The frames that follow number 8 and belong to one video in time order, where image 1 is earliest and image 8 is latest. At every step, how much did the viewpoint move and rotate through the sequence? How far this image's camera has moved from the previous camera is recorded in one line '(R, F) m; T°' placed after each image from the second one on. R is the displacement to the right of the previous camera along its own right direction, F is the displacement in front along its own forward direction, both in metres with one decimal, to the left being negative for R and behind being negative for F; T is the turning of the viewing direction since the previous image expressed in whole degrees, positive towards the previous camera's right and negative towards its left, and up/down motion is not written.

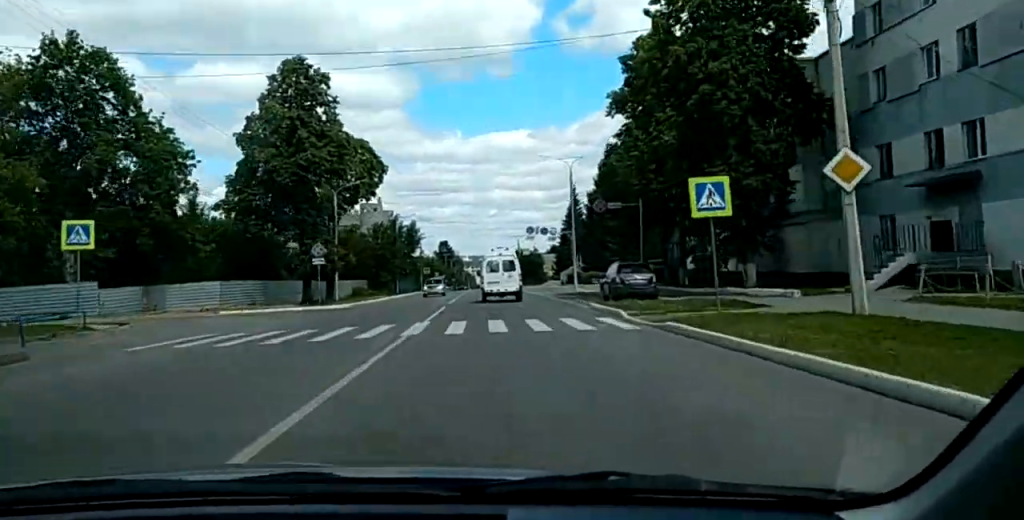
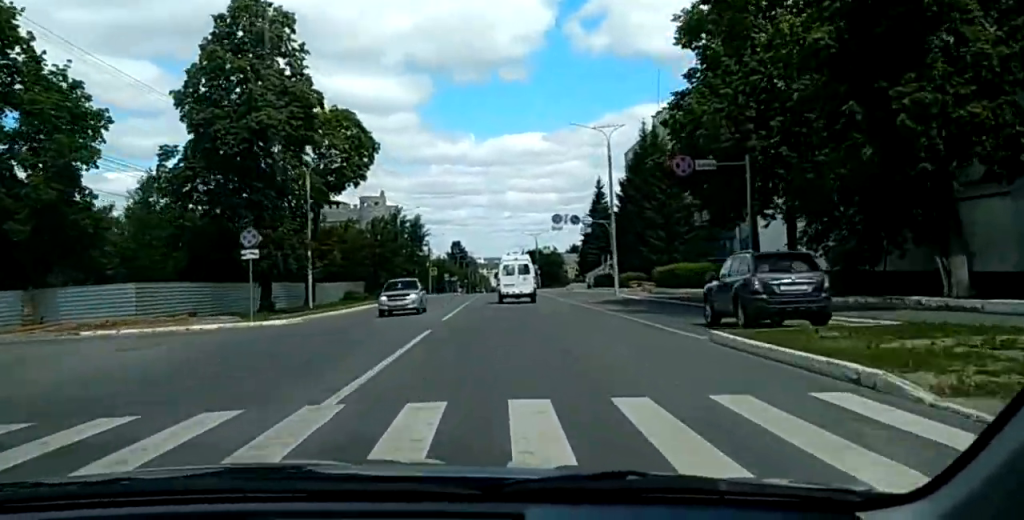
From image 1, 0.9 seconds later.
(0.0, +15.2) m; 0°
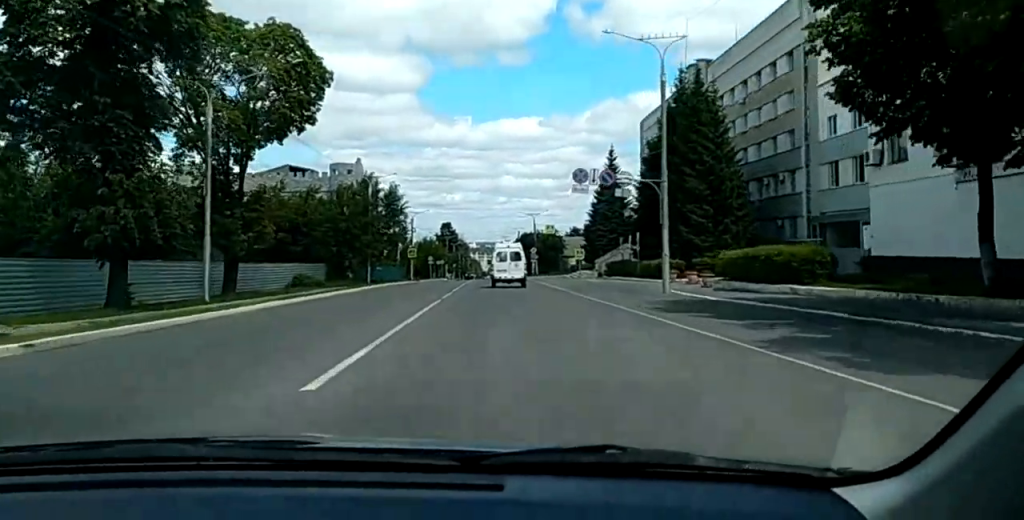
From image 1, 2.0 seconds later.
(-0.1, +18.3) m; -1°
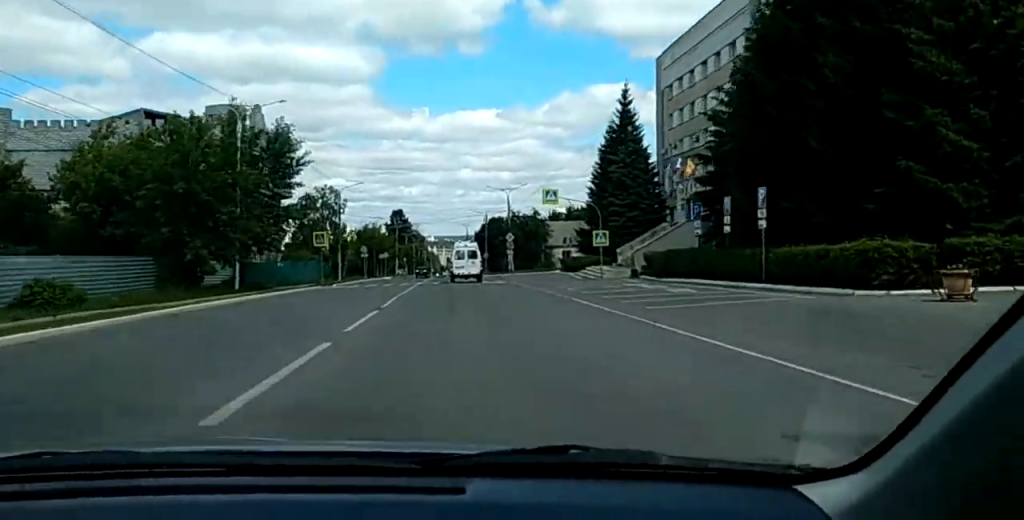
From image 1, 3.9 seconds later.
(-0.5, +33.2) m; -1°
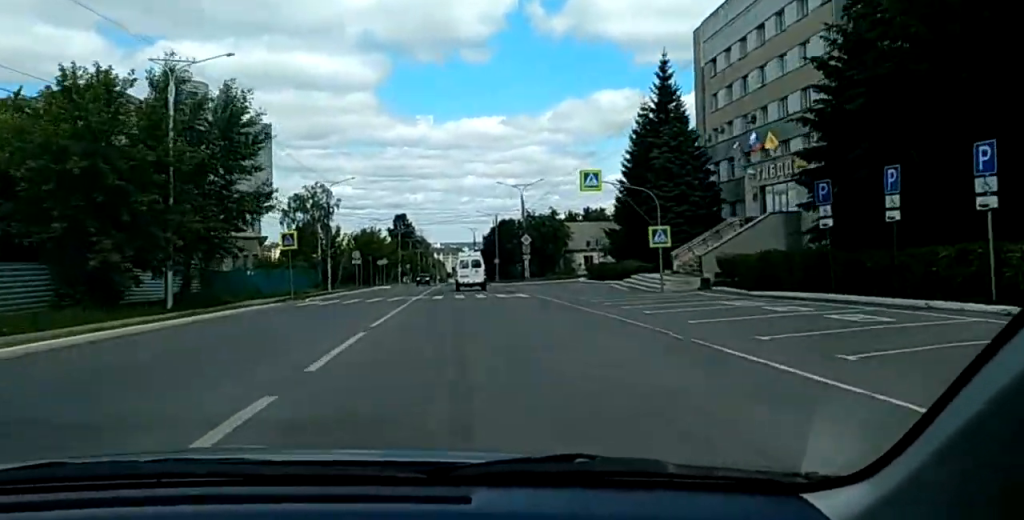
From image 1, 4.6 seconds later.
(-0.1, +12.4) m; 0°
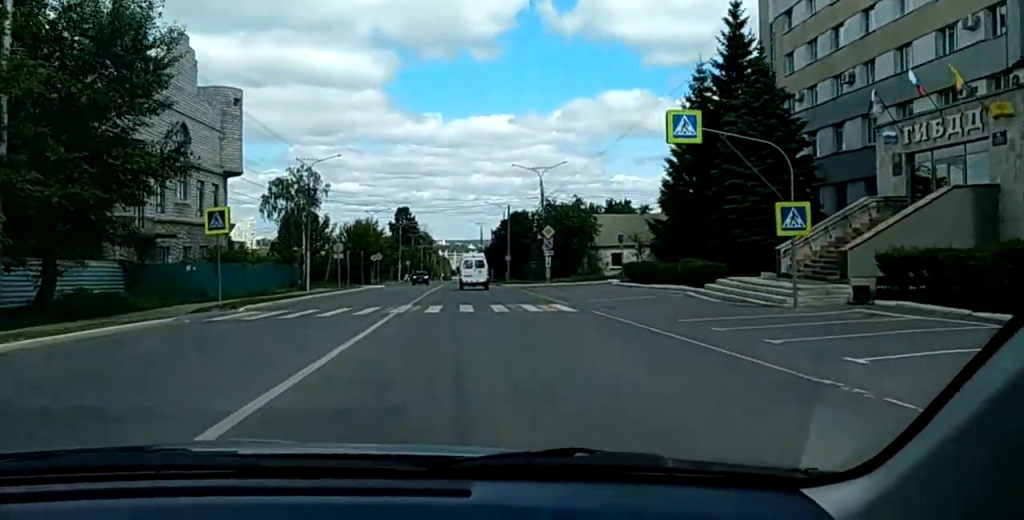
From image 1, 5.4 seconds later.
(0.0, +13.8) m; 0°
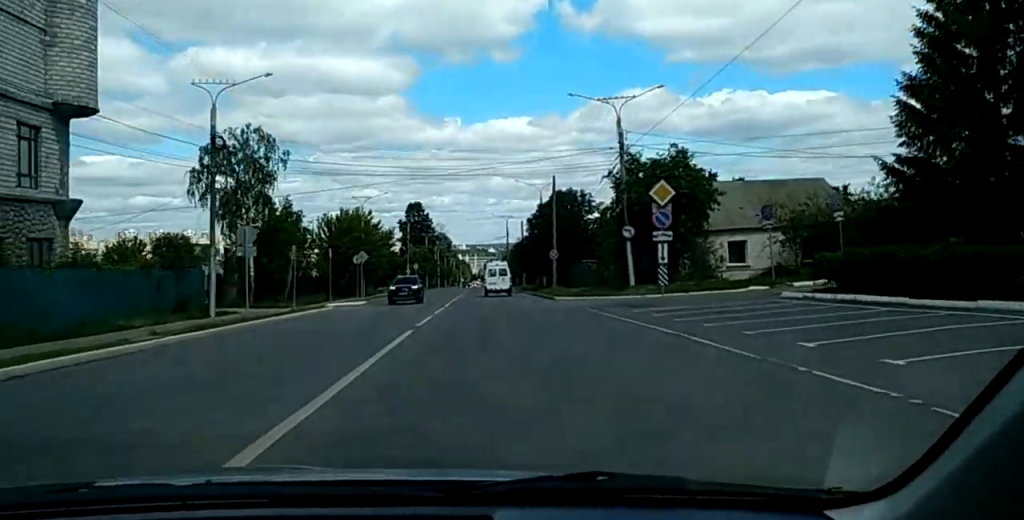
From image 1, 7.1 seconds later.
(+0.1, +29.0) m; +2°
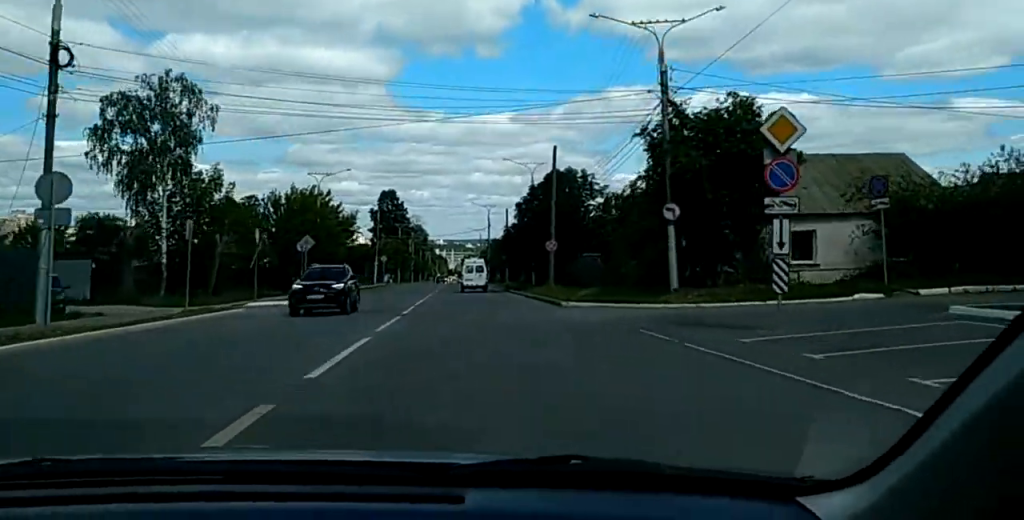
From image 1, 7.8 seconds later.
(+0.3, +12.3) m; +1°
